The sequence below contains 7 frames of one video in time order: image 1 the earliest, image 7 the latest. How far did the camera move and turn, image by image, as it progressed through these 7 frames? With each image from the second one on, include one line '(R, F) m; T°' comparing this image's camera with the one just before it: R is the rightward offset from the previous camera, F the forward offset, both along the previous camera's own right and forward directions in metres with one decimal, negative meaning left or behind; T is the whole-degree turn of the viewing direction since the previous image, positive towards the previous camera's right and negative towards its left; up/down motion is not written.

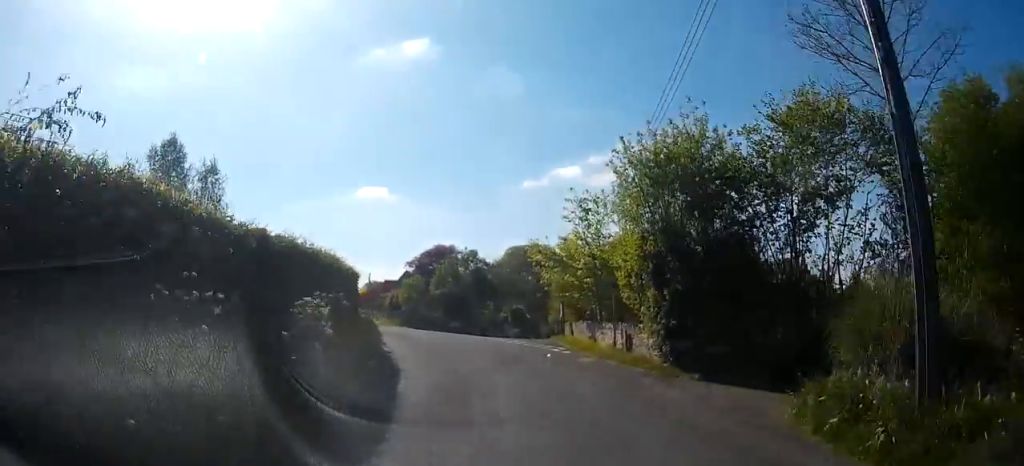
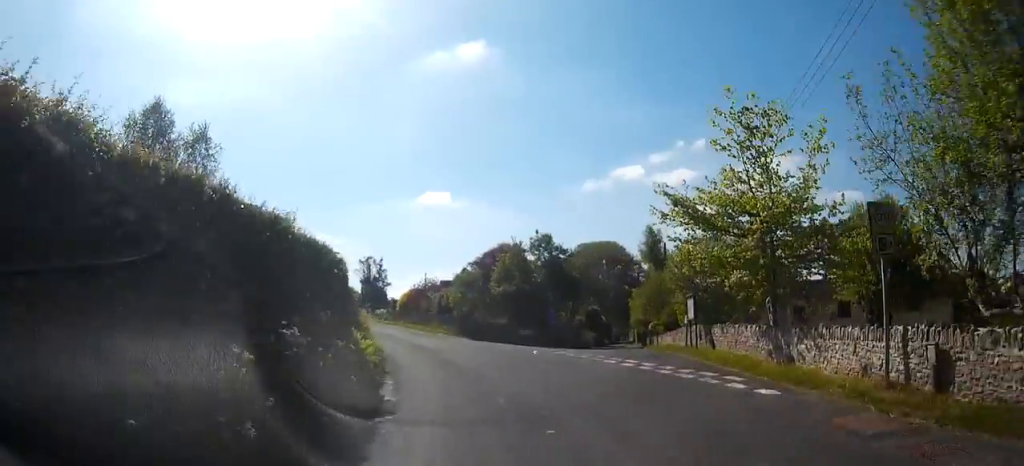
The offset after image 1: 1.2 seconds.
(0.0, +11.2) m; 0°
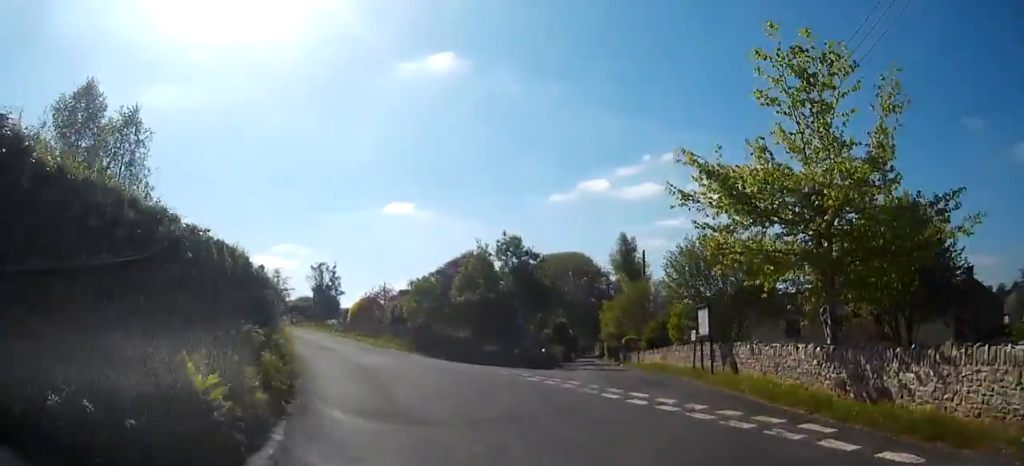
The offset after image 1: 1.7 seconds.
(0.0, +4.6) m; +1°
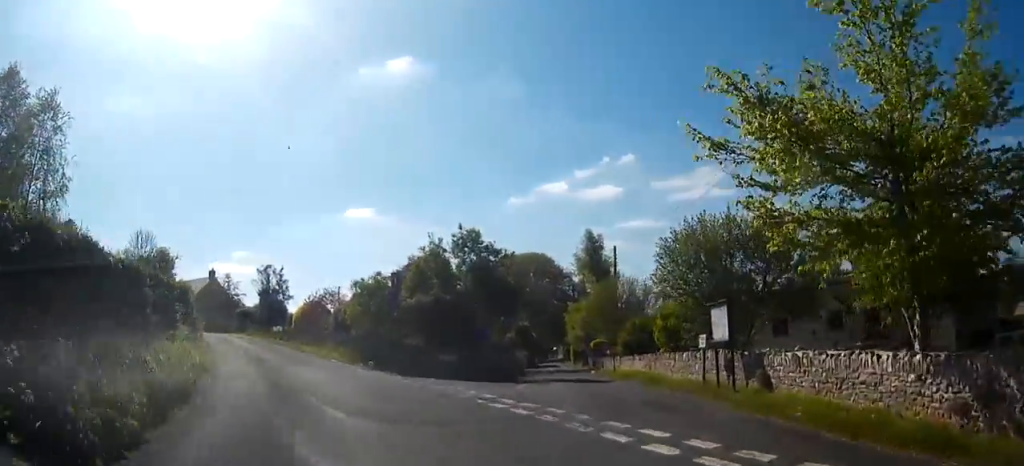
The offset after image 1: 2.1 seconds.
(0.0, +4.0) m; +1°
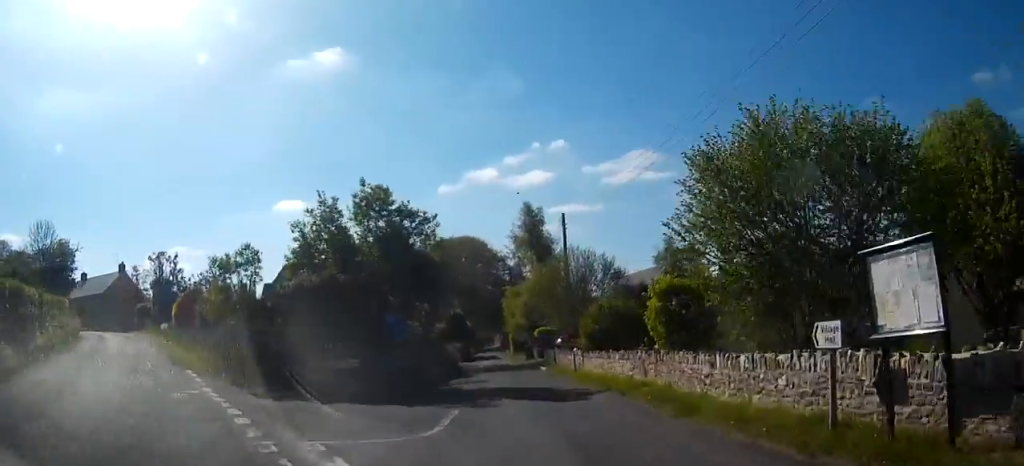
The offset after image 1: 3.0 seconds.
(+0.2, +8.1) m; +5°
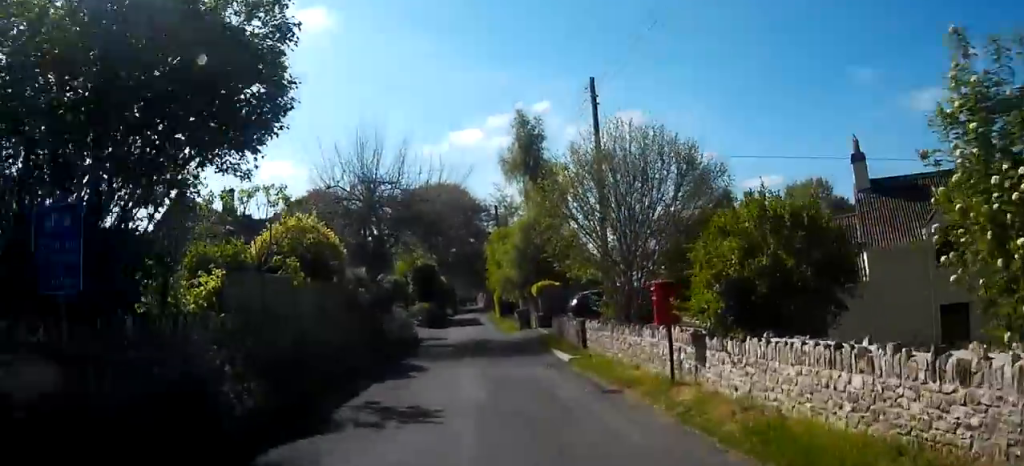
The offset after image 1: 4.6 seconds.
(+0.4, +15.6) m; 0°
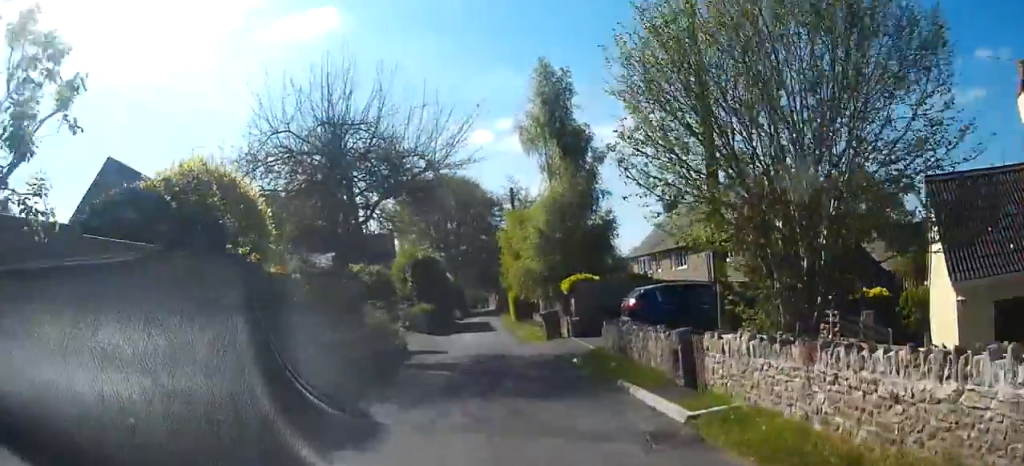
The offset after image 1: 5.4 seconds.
(0.0, +8.2) m; 0°
